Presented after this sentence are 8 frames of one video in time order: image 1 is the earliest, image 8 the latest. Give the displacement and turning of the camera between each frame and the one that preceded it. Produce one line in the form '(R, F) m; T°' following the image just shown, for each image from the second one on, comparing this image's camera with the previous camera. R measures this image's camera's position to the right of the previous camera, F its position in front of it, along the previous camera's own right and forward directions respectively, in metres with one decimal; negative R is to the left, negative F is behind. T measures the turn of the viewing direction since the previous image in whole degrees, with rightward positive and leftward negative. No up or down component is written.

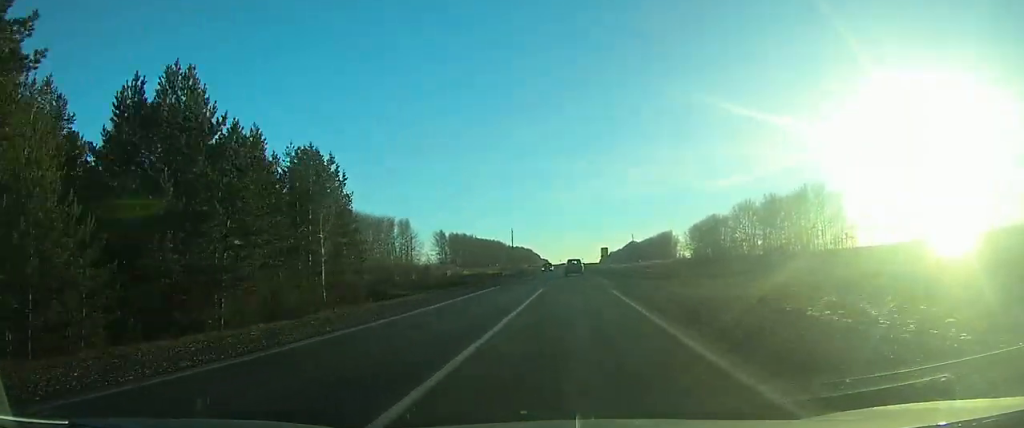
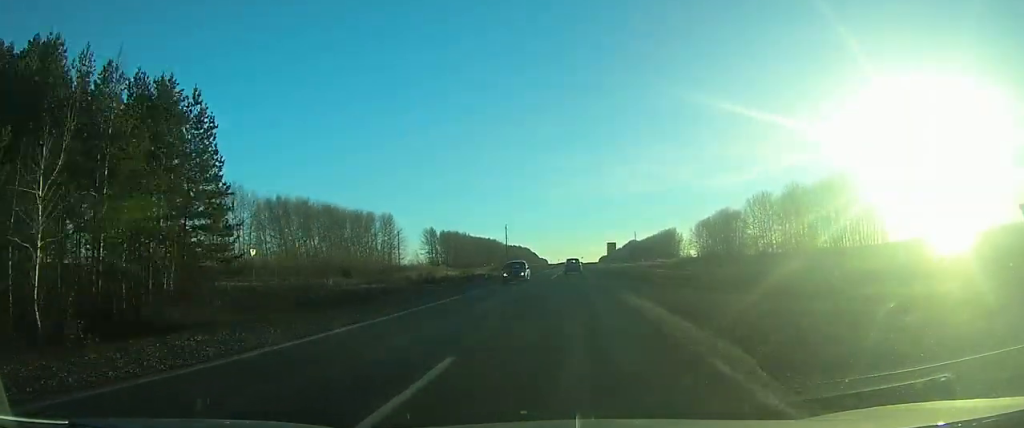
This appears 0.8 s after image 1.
(0.0, +20.7) m; 0°
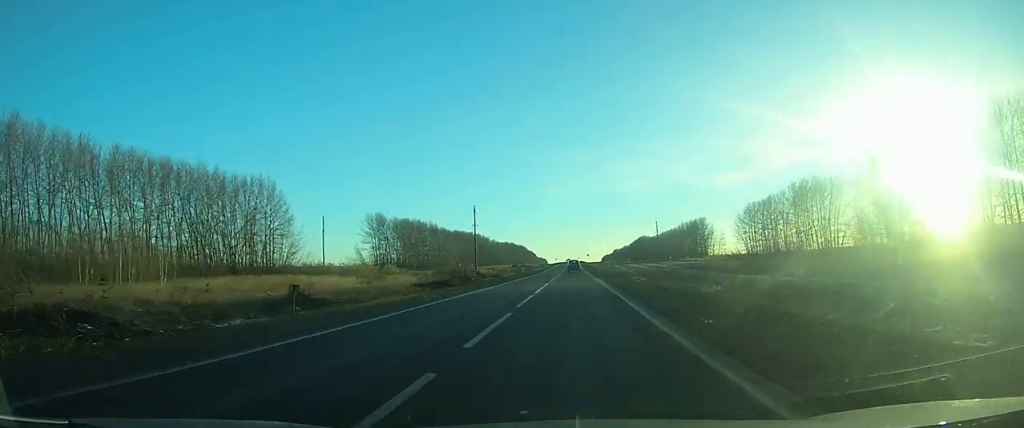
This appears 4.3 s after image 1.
(0.0, +99.6) m; 0°
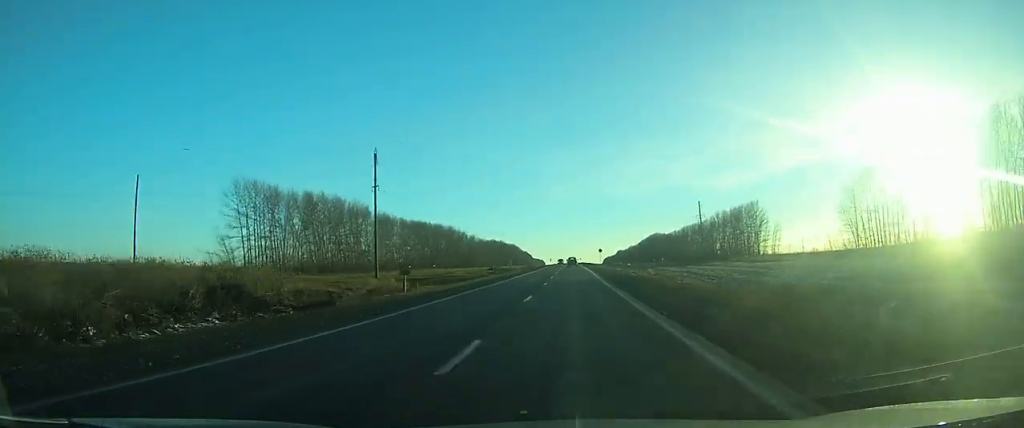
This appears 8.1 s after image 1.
(-0.9, +104.1) m; -1°
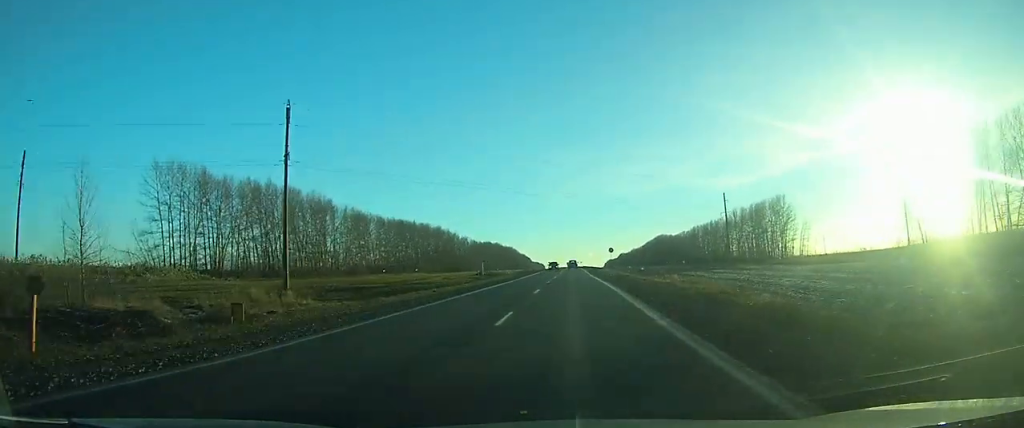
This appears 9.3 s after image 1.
(0.0, +31.8) m; 0°
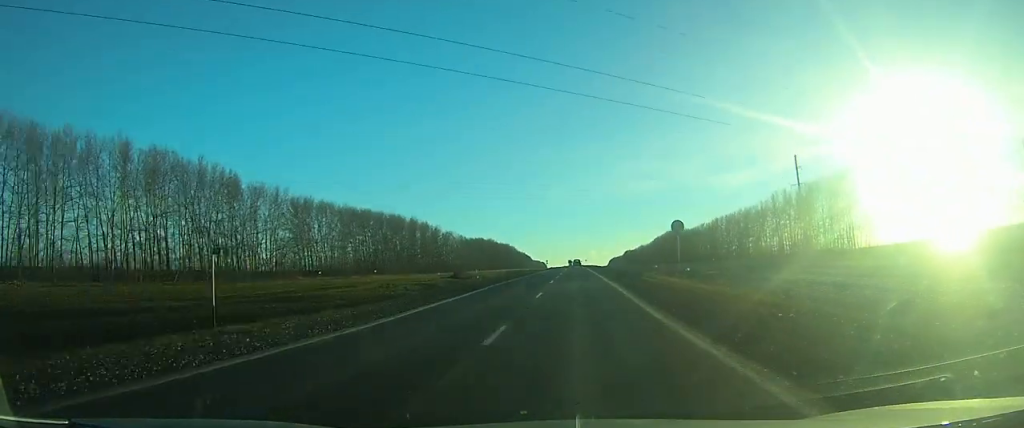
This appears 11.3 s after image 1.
(+0.2, +51.9) m; 0°
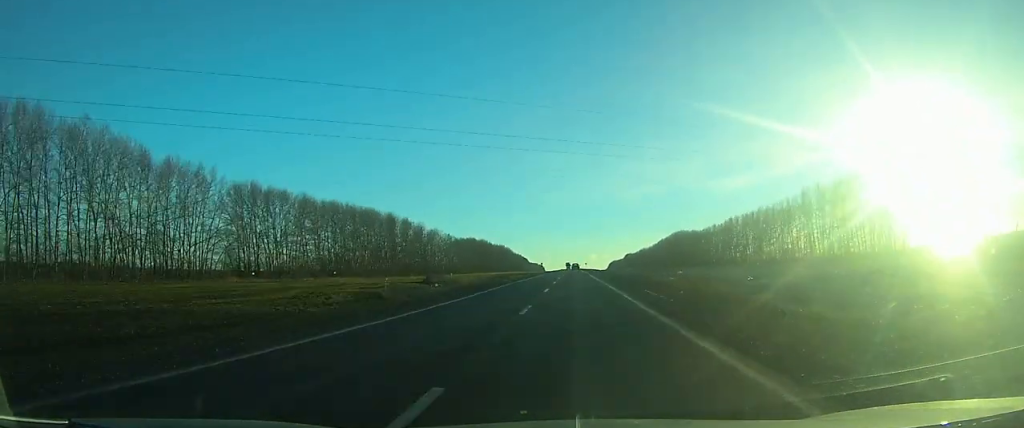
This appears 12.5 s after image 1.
(0.0, +31.5) m; 0°
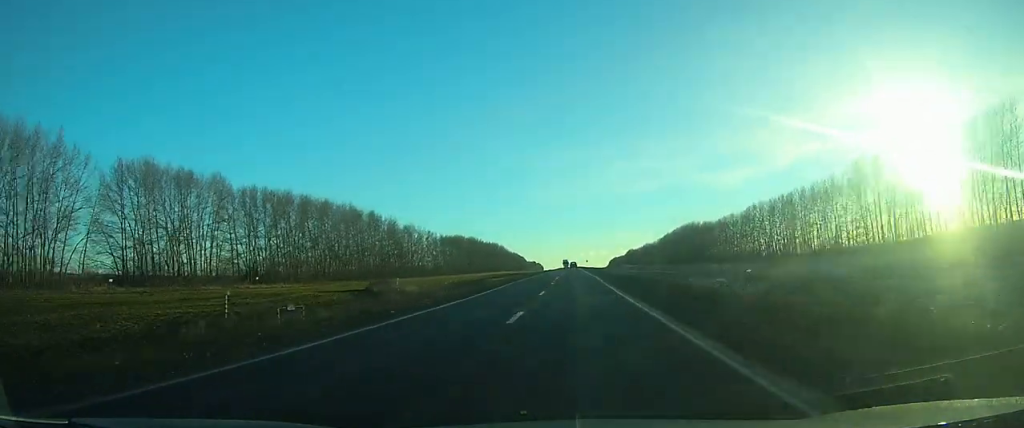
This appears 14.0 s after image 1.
(0.0, +38.7) m; 0°
